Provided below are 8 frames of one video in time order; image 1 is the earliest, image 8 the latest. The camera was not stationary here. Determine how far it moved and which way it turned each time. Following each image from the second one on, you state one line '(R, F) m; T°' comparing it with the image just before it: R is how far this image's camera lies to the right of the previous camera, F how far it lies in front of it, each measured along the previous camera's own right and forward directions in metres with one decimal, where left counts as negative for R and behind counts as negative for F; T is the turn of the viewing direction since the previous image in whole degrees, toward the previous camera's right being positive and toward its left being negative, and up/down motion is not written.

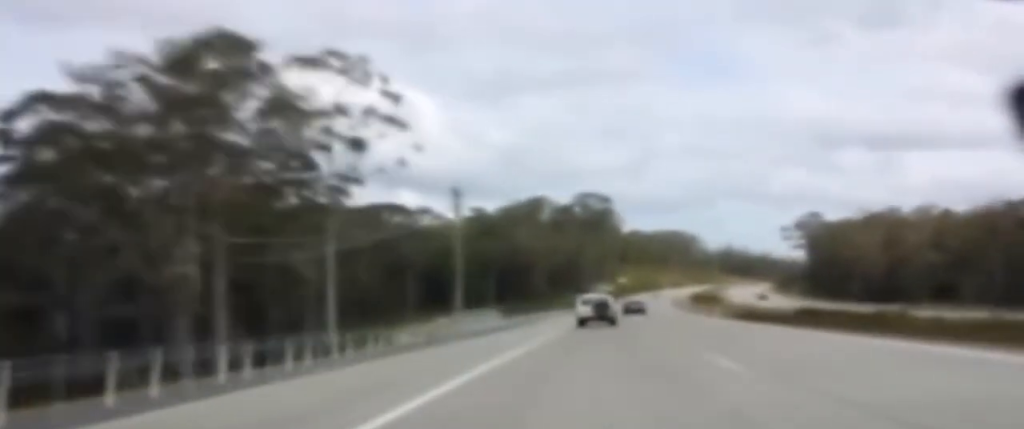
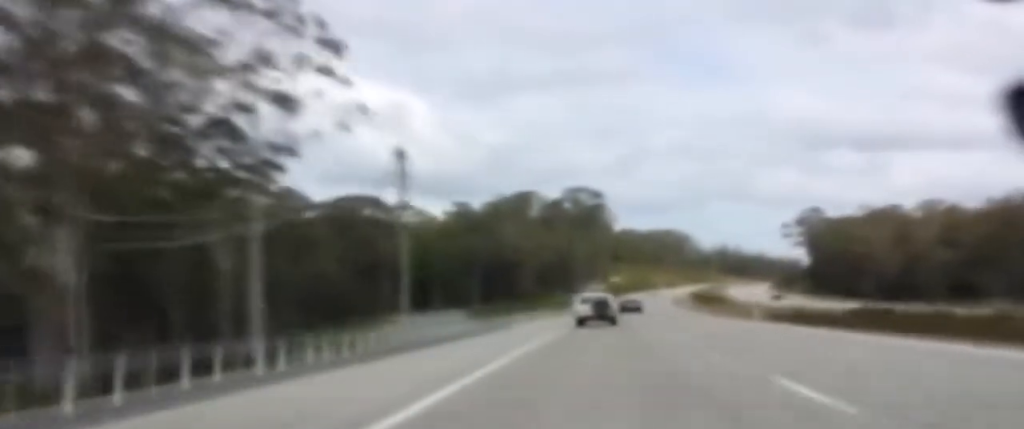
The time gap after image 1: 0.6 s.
(0.0, +18.2) m; +1°
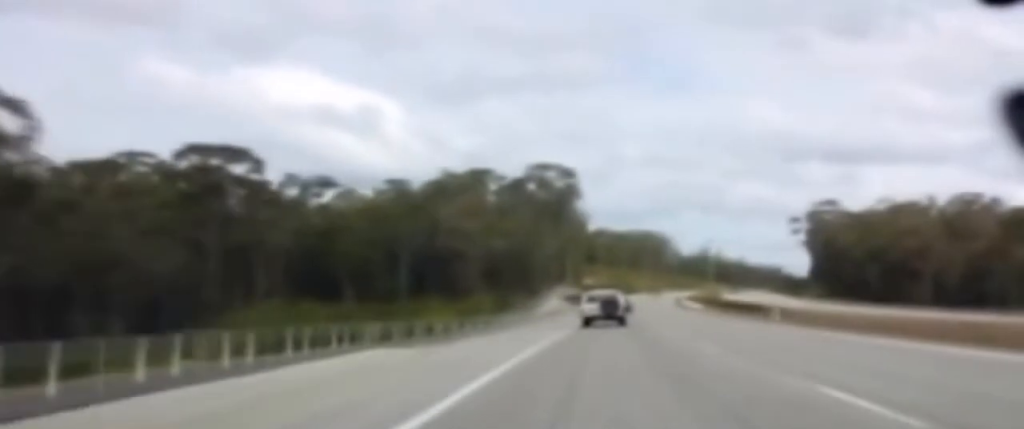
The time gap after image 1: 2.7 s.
(+1.7, +63.9) m; +3°
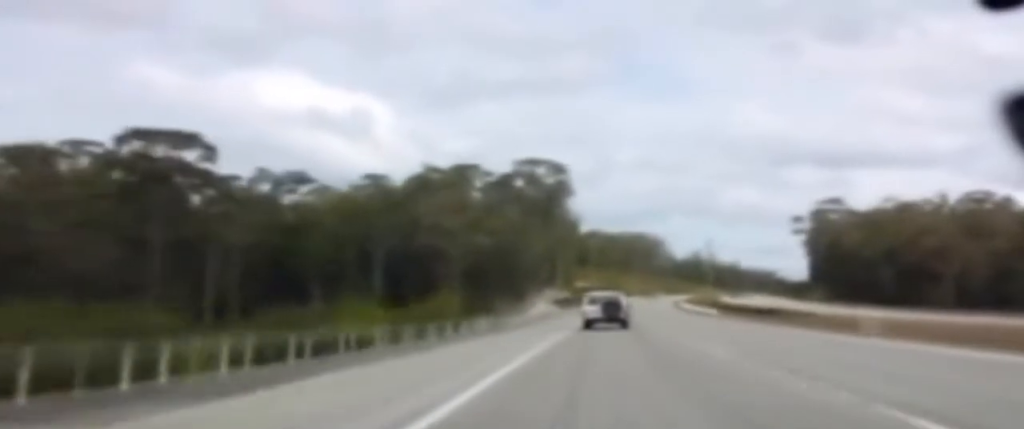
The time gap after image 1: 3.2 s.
(+0.3, +15.3) m; 0°
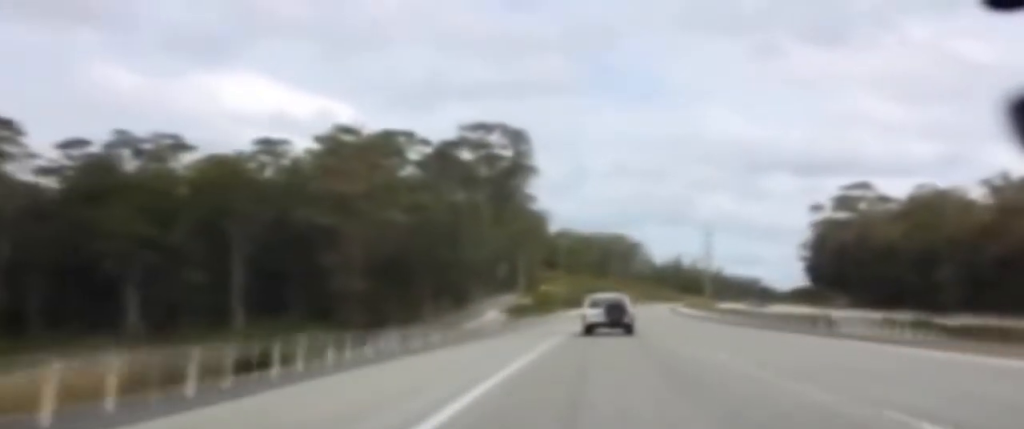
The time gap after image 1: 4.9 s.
(-0.2, +51.0) m; +1°
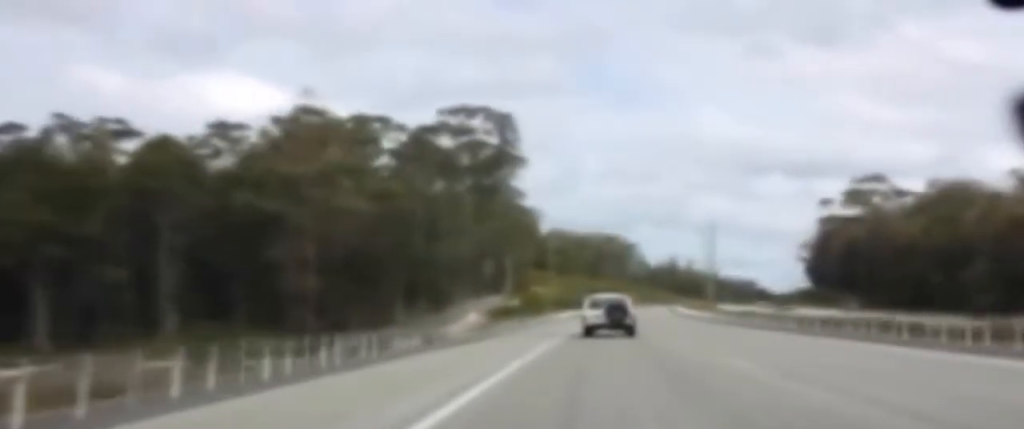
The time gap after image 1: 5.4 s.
(-0.2, +15.3) m; +1°
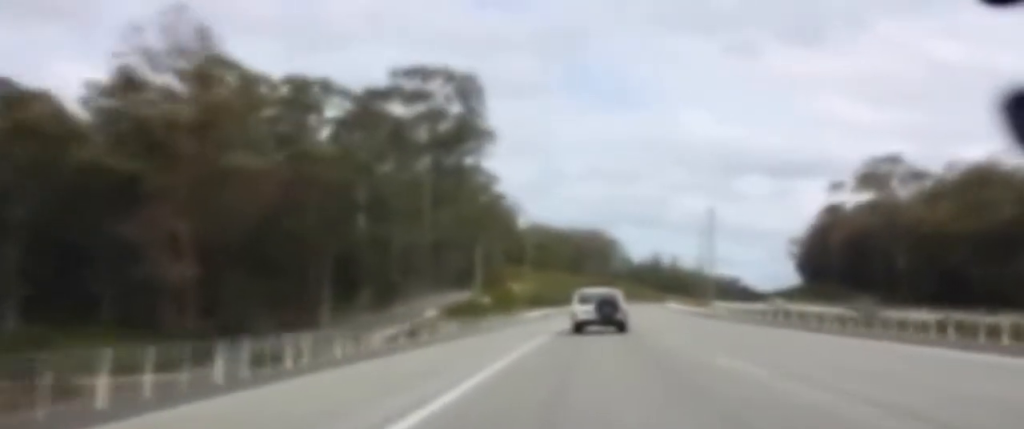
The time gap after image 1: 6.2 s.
(+0.6, +25.4) m; +1°
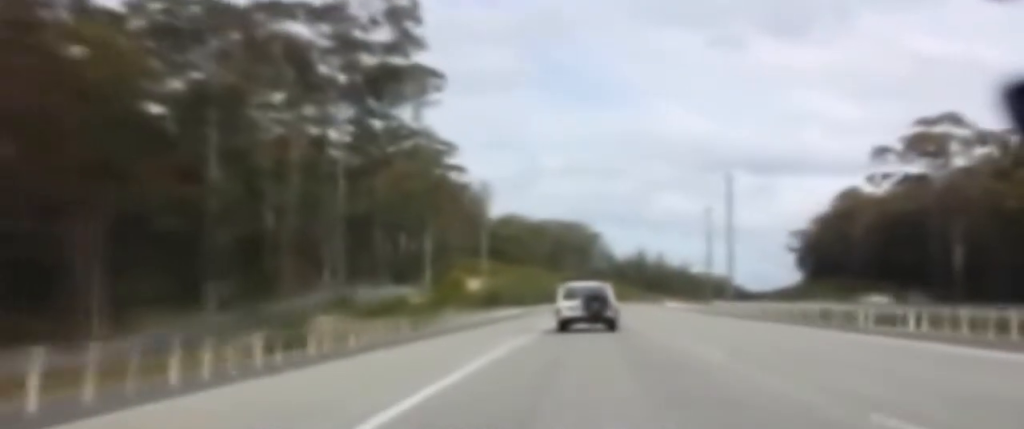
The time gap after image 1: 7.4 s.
(+0.2, +36.7) m; 0°
